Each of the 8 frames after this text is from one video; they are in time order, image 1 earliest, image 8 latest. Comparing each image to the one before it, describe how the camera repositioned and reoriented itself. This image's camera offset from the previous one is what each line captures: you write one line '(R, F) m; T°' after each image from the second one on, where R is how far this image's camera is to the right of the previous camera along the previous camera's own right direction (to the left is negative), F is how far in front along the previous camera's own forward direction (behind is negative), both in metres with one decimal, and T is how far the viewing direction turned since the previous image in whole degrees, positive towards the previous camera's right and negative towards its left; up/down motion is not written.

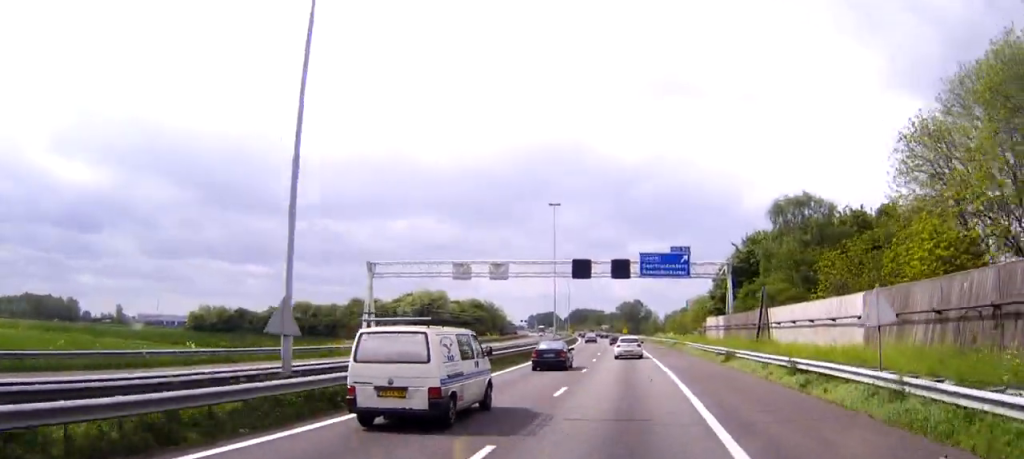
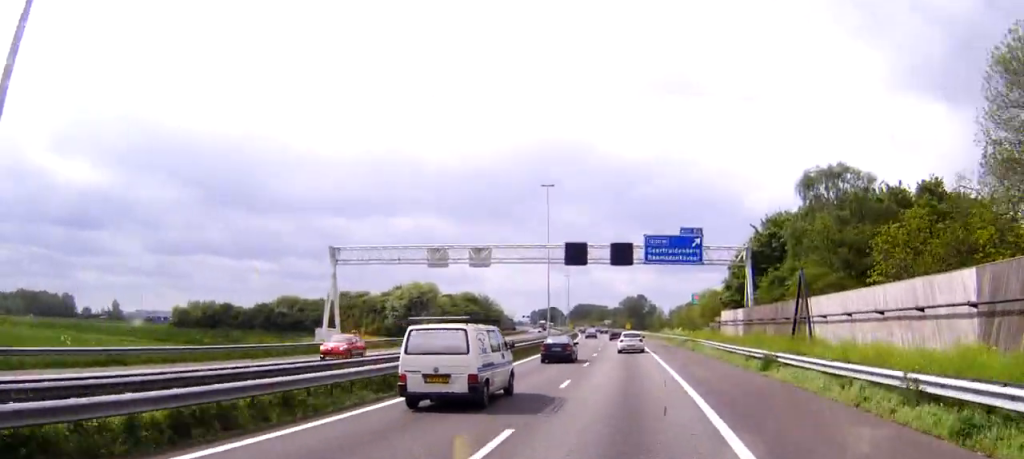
(0.0, +10.5) m; 0°
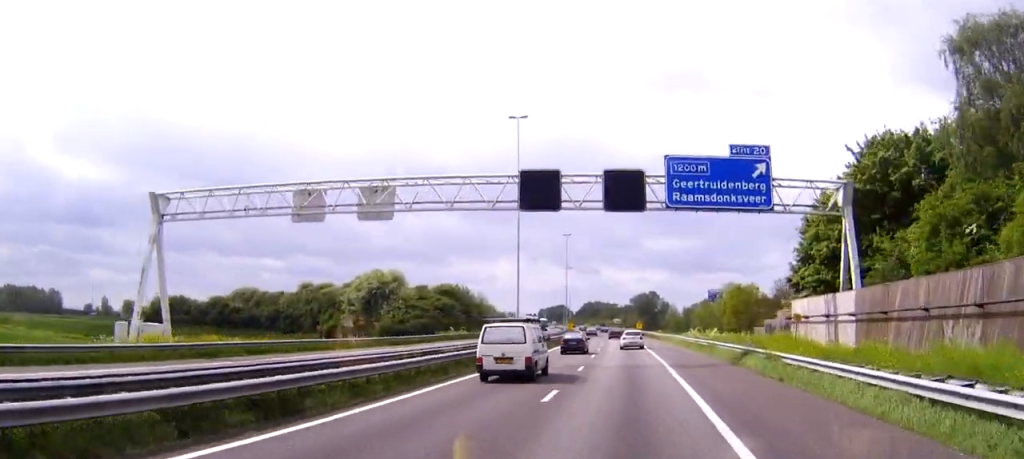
(0.0, +28.2) m; 0°
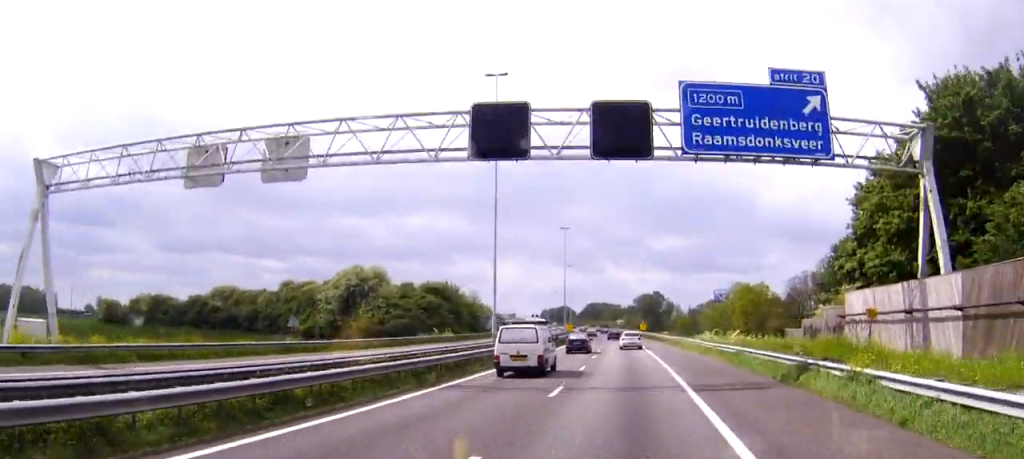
(0.0, +10.5) m; 0°
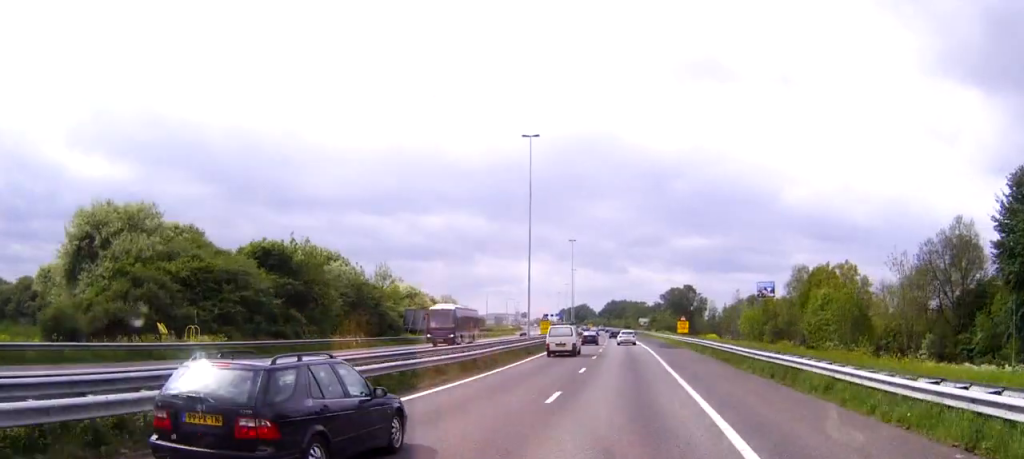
(0.0, +61.6) m; 0°
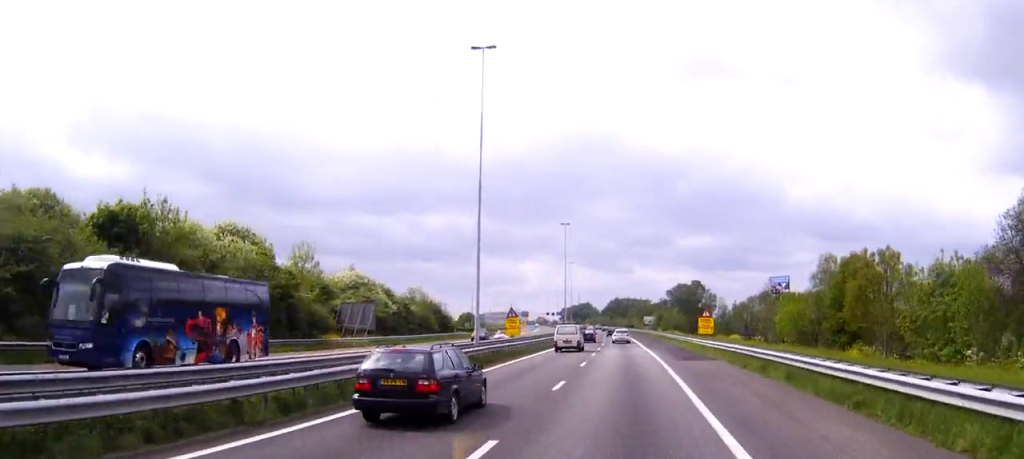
(0.0, +21.1) m; 0°
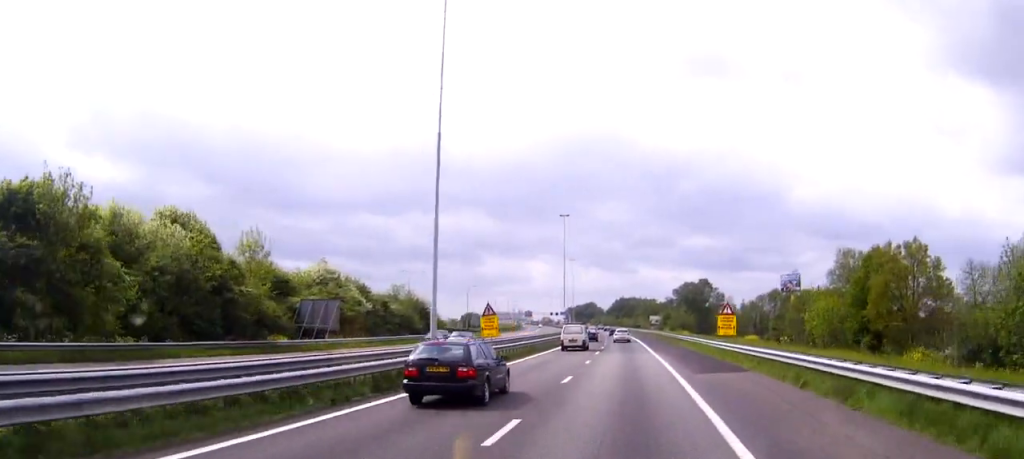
(0.0, +9.7) m; 0°
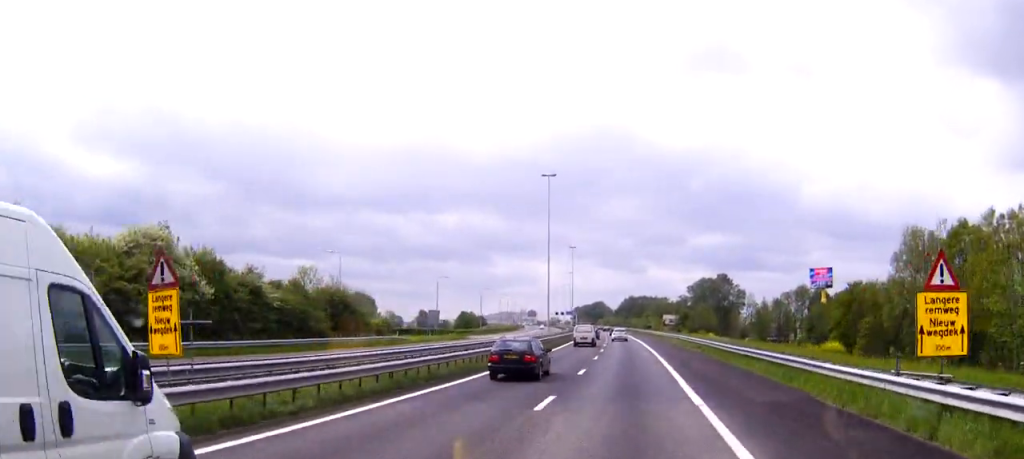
(0.0, +30.7) m; 0°
